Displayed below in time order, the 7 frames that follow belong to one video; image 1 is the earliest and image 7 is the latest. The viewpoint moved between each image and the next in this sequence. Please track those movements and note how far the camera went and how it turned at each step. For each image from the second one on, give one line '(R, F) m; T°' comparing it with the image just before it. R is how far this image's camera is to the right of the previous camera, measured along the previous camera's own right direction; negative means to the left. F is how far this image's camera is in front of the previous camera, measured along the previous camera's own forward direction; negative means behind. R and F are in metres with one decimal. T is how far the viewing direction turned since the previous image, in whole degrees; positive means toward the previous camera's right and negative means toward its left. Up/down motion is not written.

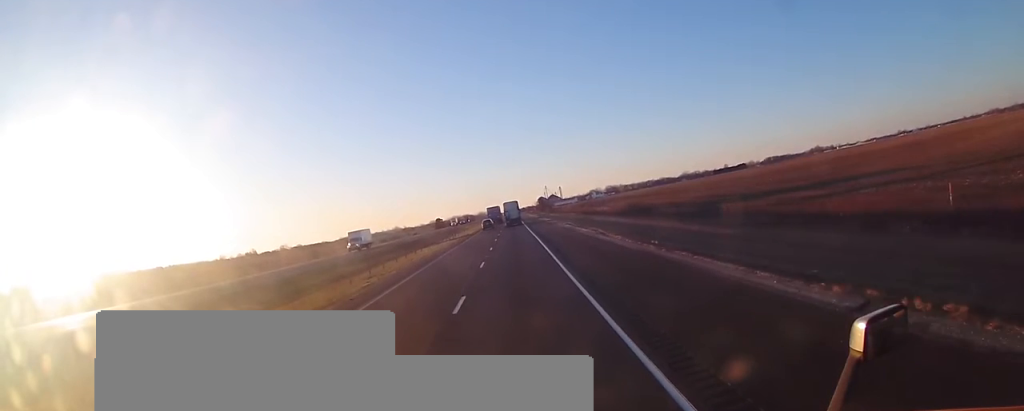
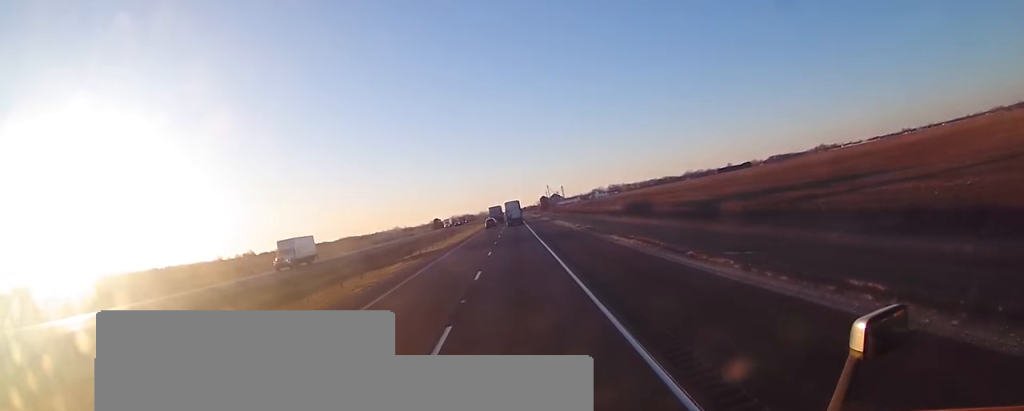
(+0.1, +16.9) m; +1°
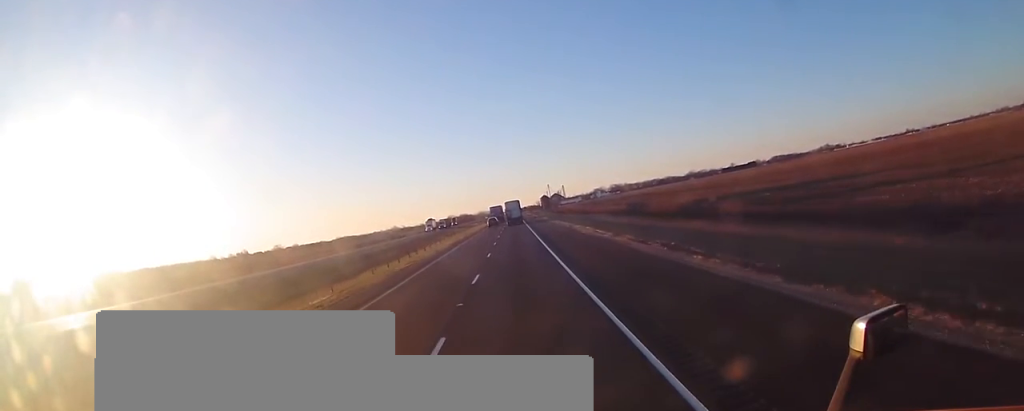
(+0.2, +25.4) m; 0°
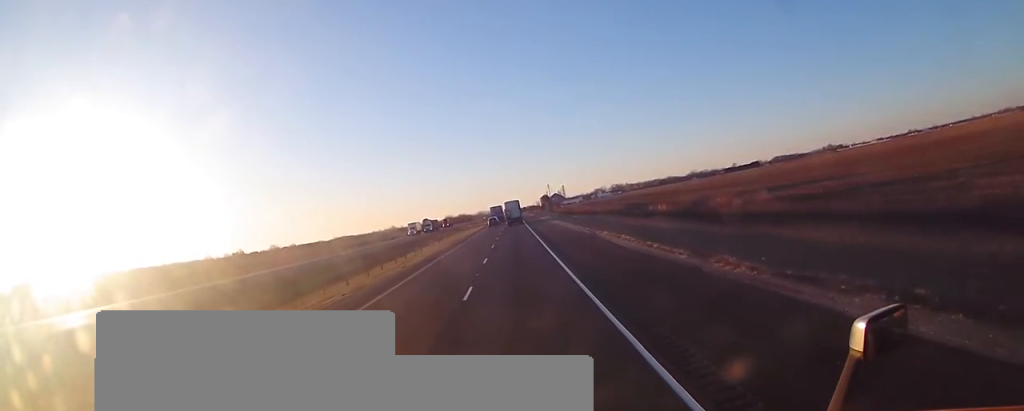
(+0.1, +16.5) m; -1°
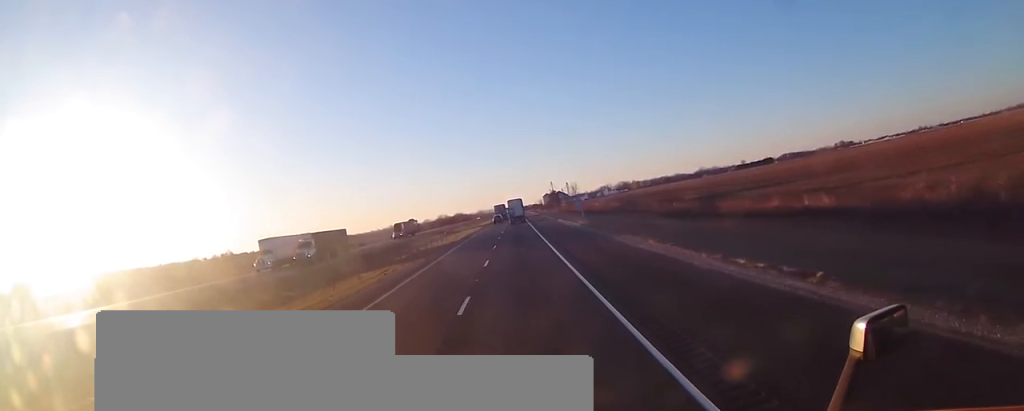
(-0.5, +51.3) m; 0°
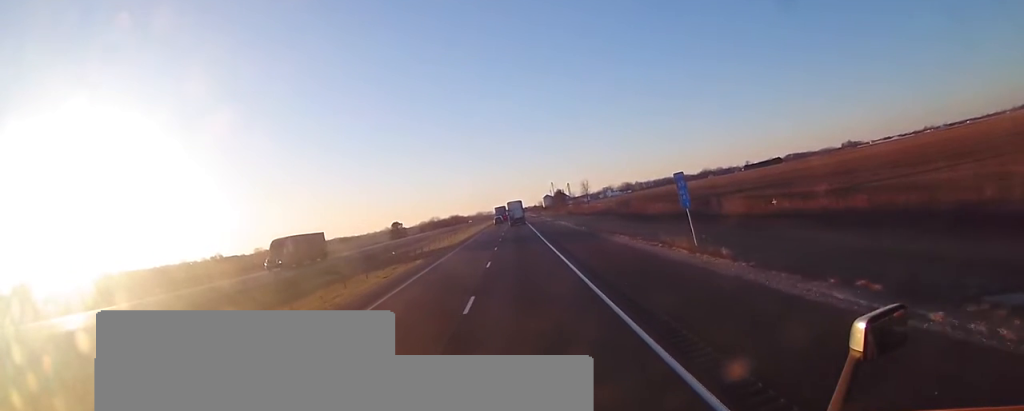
(0.0, +36.5) m; 0°
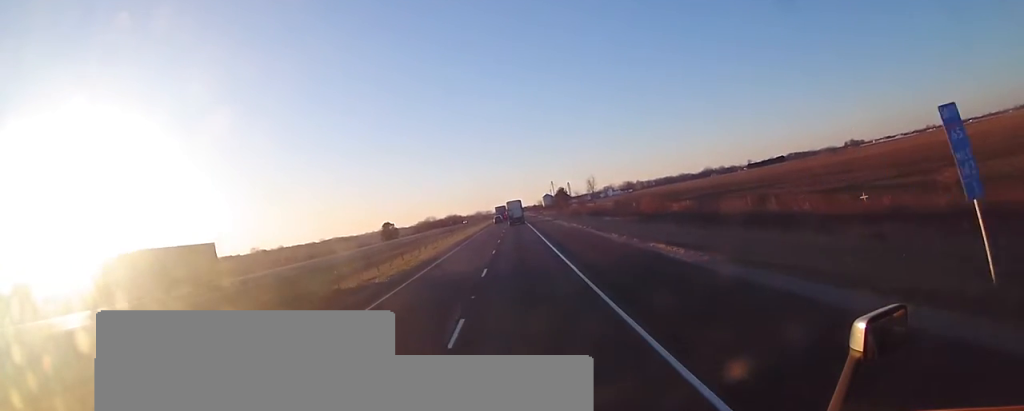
(-0.2, +16.6) m; 0°
